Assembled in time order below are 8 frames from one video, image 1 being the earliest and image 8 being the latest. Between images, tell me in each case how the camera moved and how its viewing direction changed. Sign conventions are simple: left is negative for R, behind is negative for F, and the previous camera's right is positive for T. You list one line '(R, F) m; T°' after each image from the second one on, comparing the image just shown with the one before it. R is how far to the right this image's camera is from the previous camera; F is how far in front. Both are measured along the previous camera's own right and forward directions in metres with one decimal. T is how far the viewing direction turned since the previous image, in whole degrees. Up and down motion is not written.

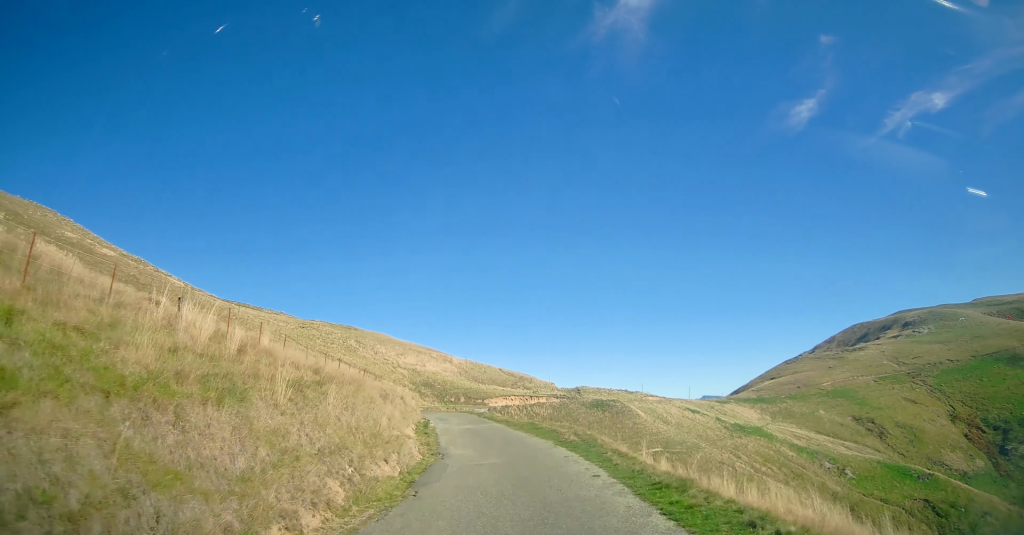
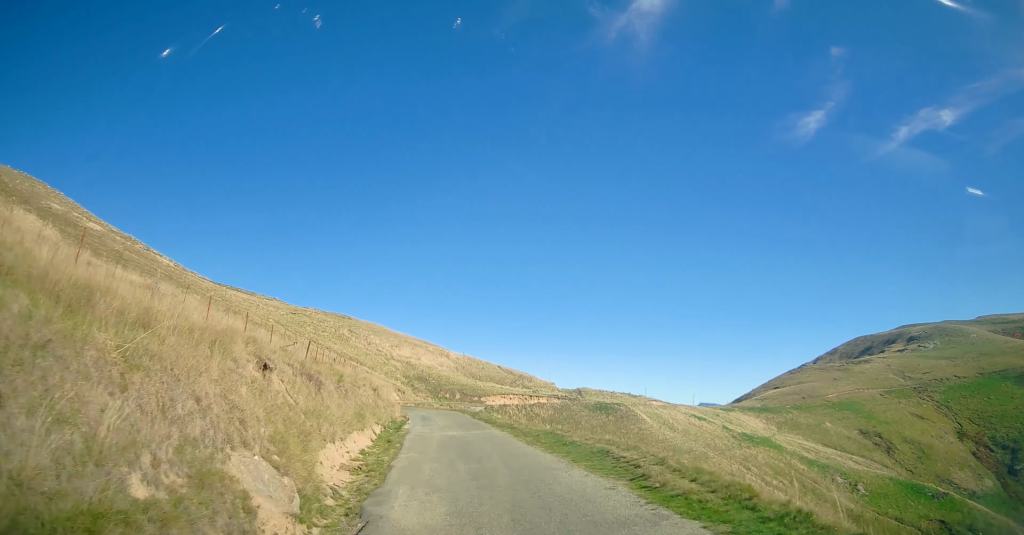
(+0.1, +11.2) m; 0°
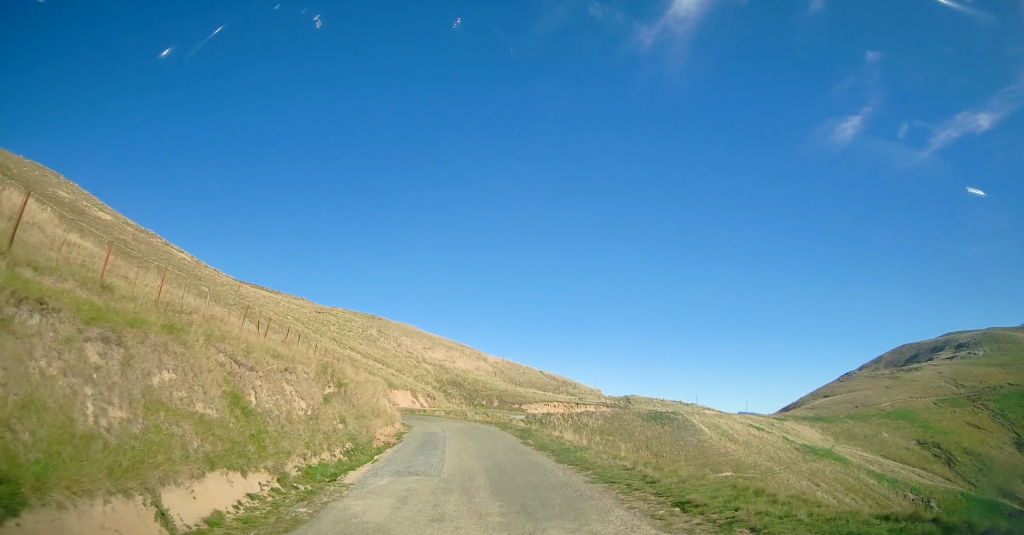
(-0.1, +18.5) m; -1°
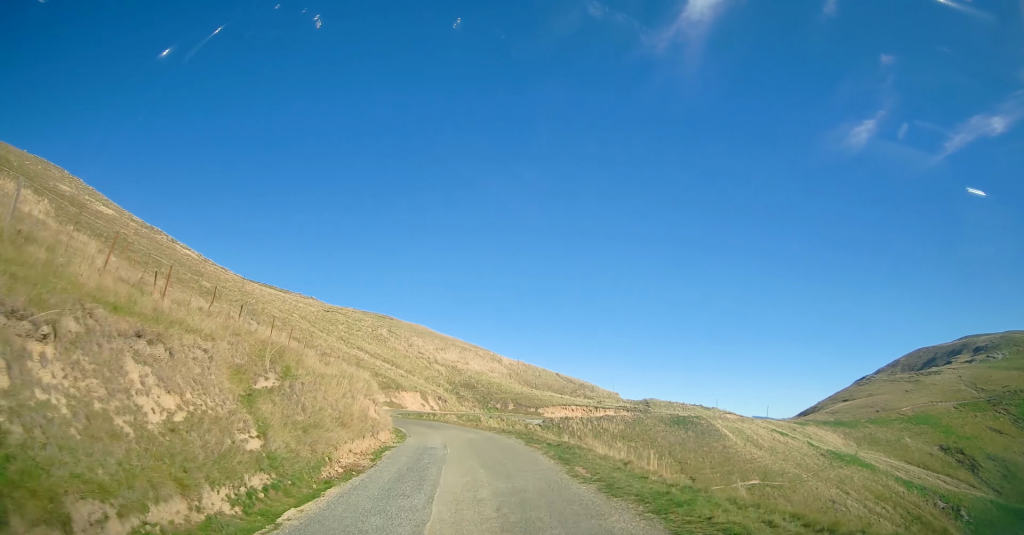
(0.0, +7.6) m; -1°
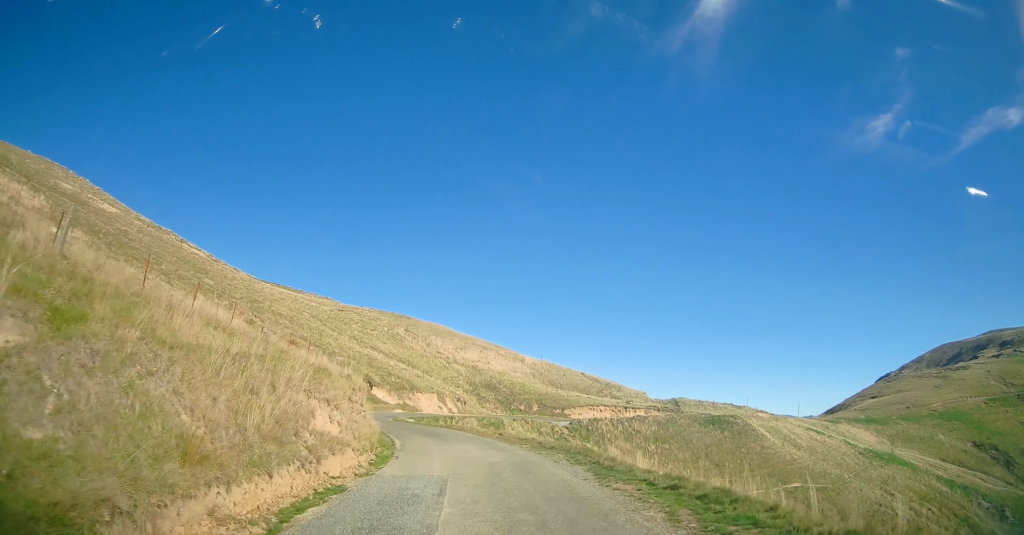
(+0.2, +9.4) m; -3°
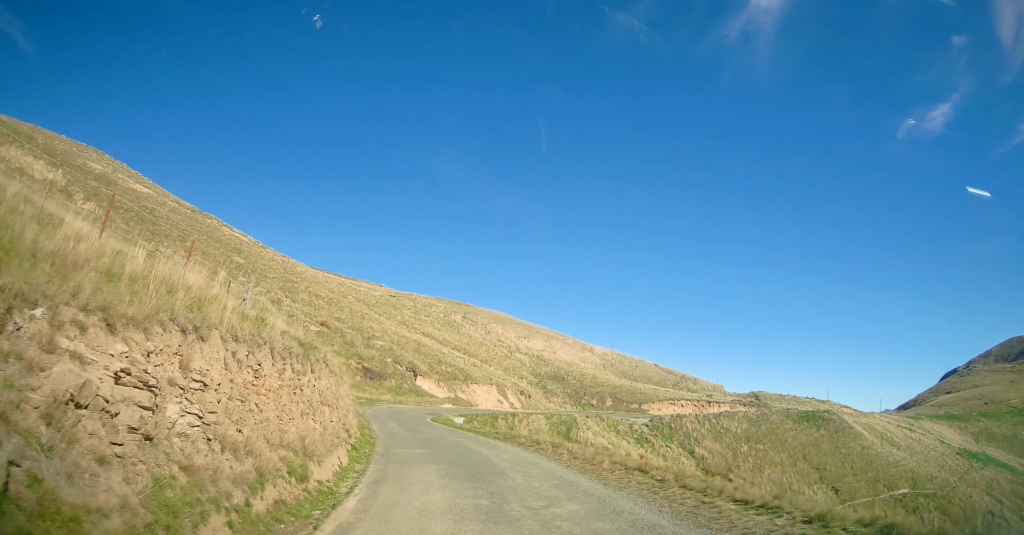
(-1.8, +16.6) m; -11°
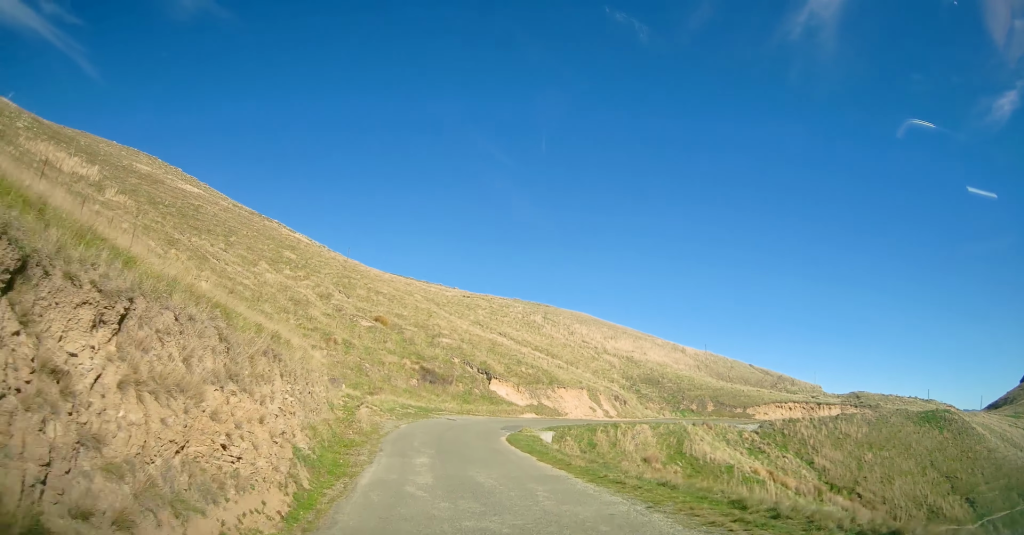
(-1.1, +14.4) m; -4°
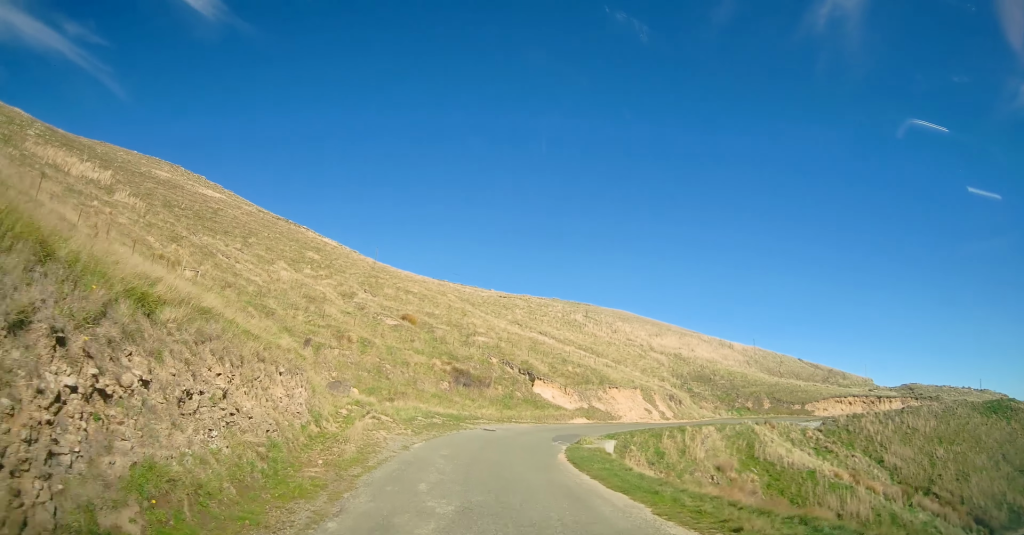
(+0.1, +7.5) m; 0°
